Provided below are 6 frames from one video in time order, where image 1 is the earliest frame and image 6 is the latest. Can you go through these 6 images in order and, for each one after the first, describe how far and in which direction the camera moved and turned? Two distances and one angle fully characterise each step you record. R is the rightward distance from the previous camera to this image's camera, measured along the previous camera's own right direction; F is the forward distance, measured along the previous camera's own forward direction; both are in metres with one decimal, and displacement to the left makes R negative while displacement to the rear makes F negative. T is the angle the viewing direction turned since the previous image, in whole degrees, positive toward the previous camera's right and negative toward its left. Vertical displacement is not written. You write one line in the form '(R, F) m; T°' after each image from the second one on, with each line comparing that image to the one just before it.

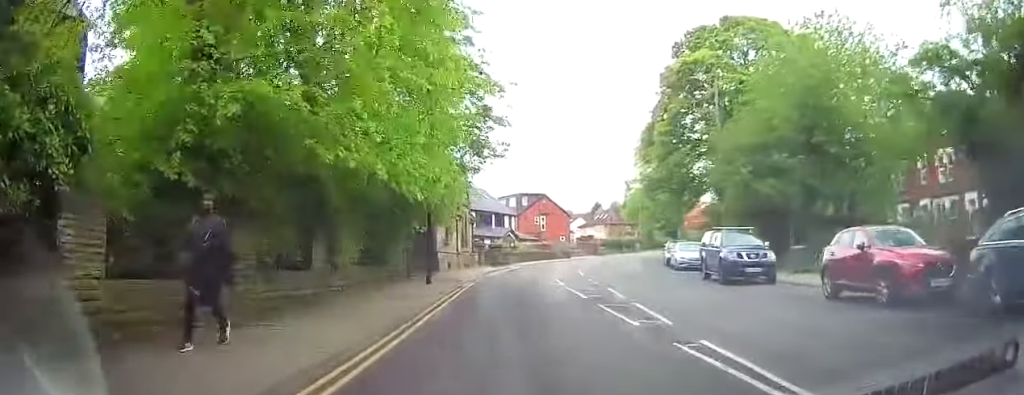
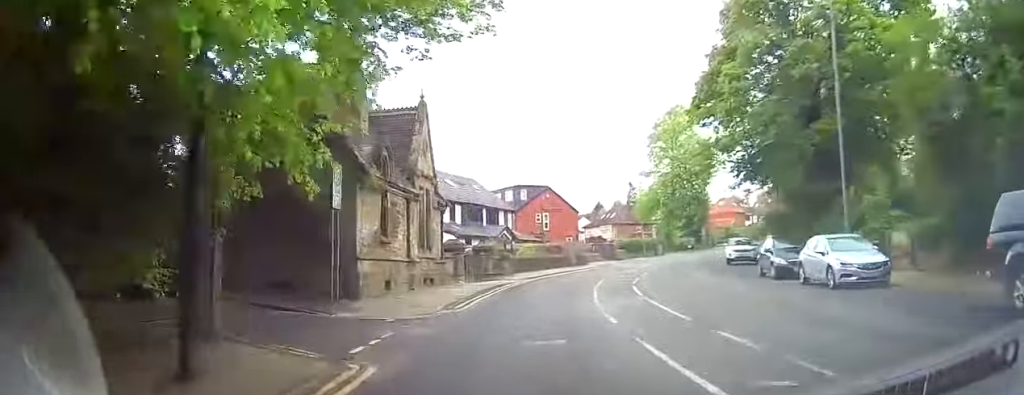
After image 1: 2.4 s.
(-1.9, +19.6) m; -9°
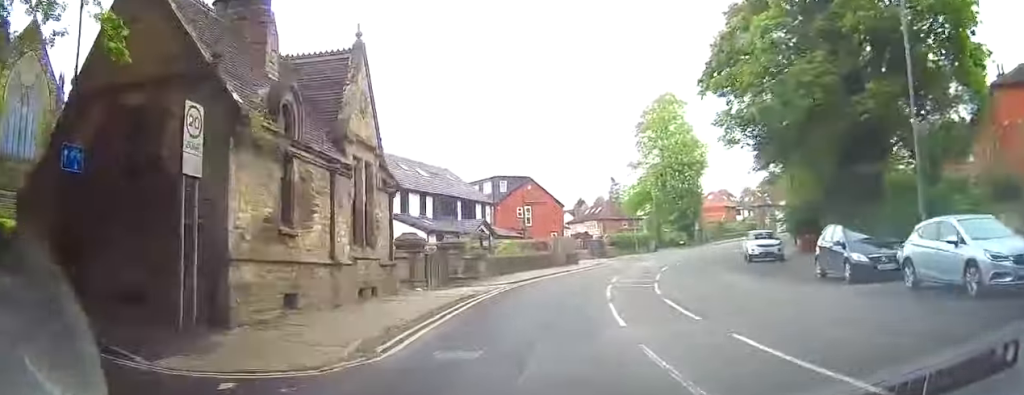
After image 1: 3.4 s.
(-0.2, +7.5) m; -3°
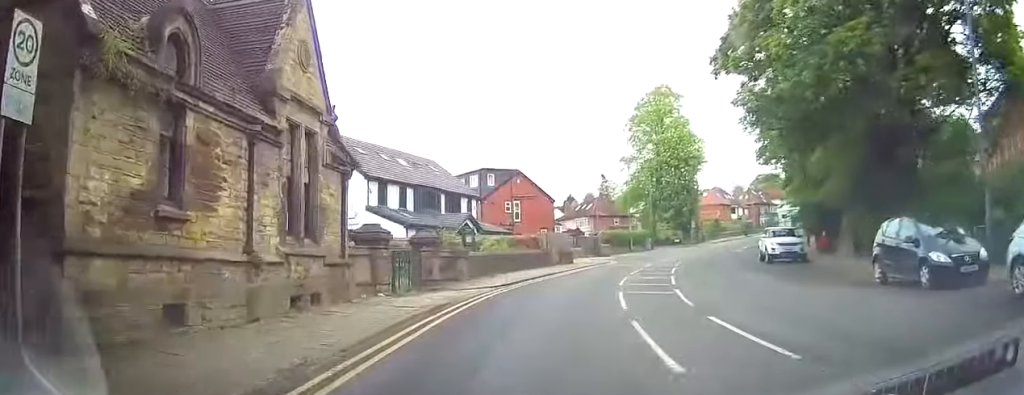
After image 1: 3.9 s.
(-0.1, +4.3) m; -1°
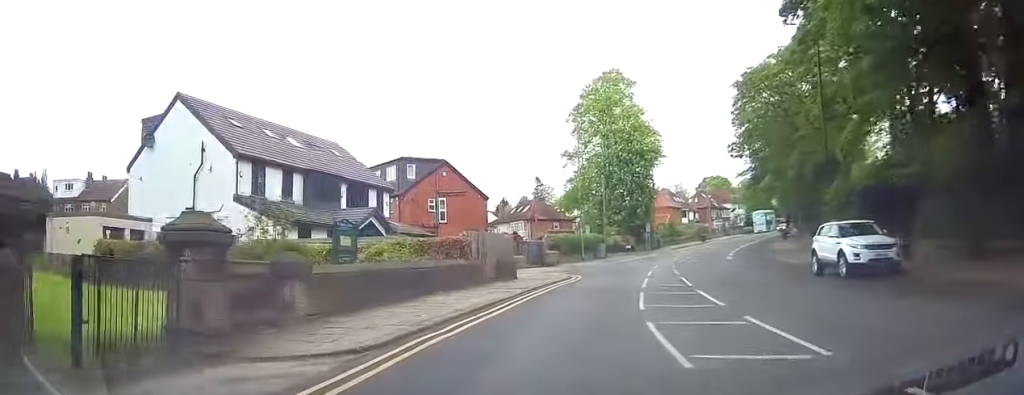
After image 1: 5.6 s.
(+0.6, +13.0) m; +7°
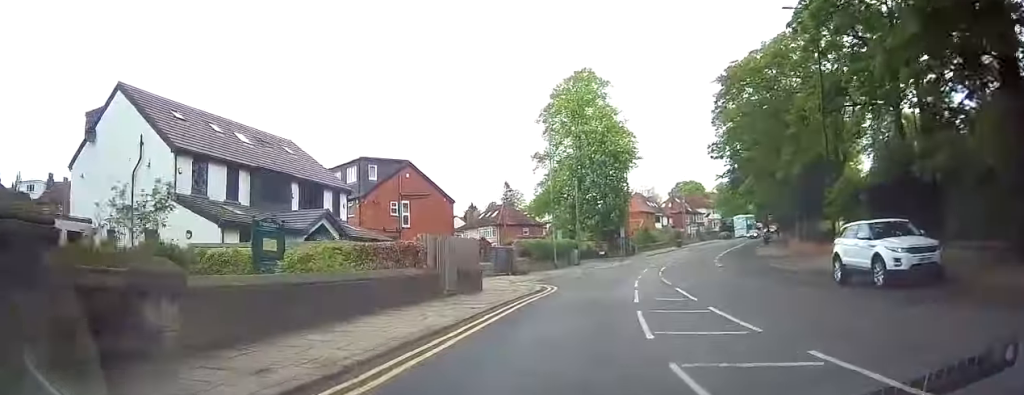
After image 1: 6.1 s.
(+0.1, +3.9) m; +4°
